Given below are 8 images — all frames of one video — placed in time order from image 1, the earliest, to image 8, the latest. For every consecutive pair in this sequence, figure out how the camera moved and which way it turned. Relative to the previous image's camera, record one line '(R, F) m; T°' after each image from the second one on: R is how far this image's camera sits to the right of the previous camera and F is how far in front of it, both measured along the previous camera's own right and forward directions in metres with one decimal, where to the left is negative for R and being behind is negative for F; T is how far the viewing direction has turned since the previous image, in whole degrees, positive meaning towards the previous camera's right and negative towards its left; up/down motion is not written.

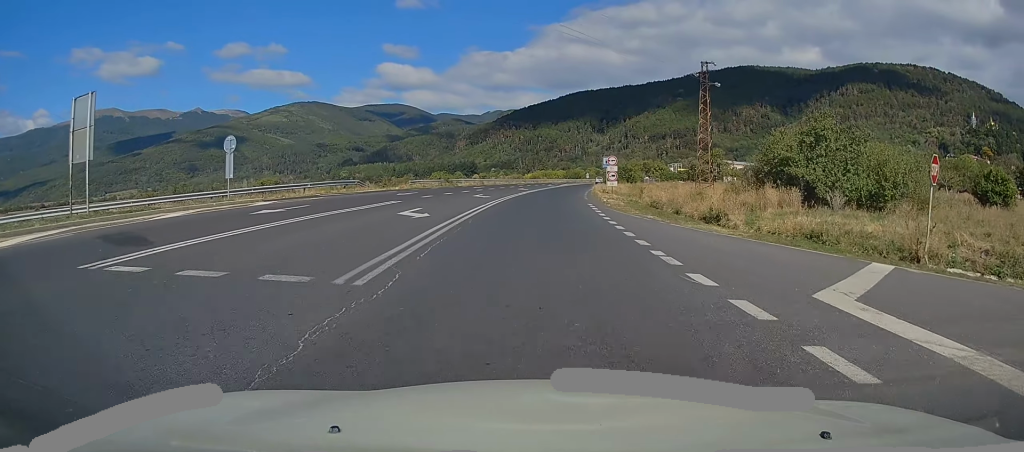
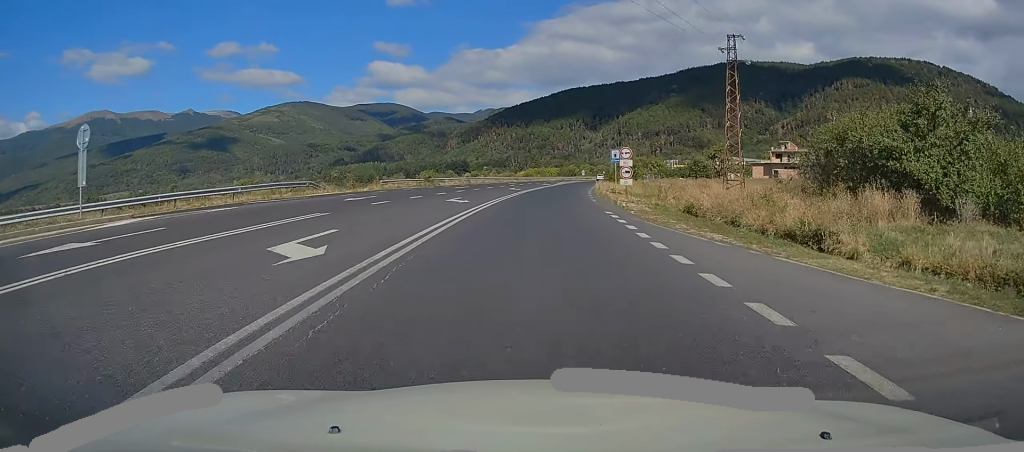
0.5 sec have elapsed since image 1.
(+0.1, +9.5) m; +1°
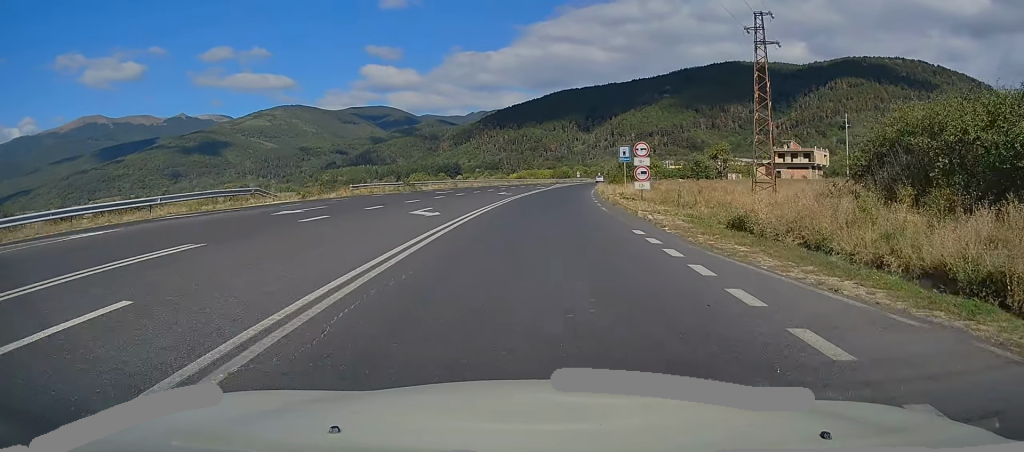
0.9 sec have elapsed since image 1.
(0.0, +7.1) m; +1°
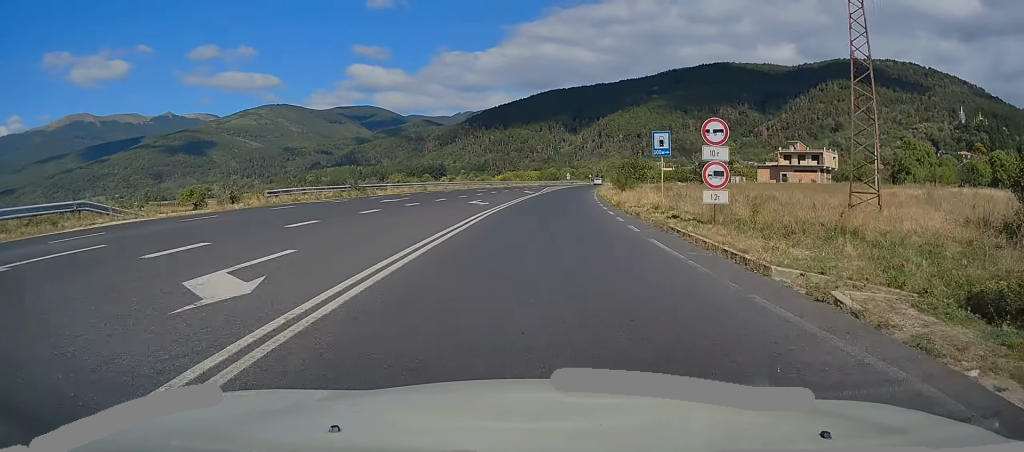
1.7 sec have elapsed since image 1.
(+0.2, +13.1) m; +2°
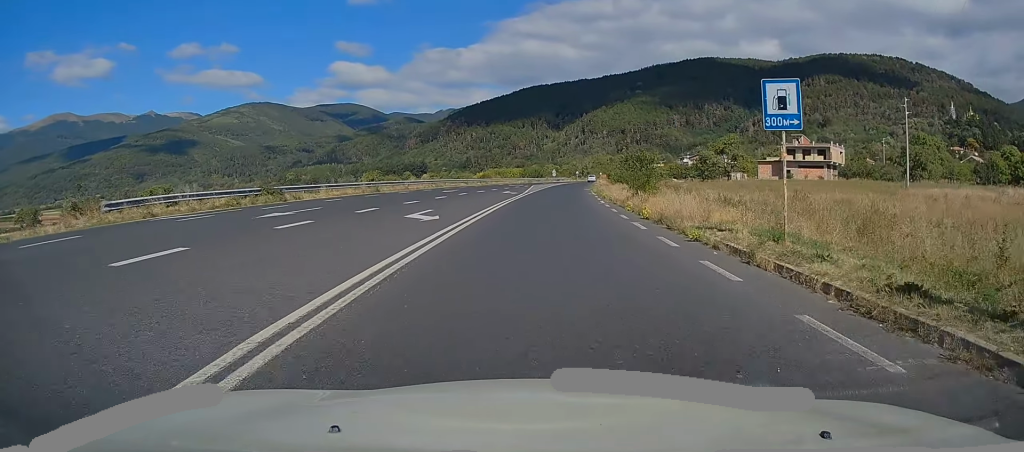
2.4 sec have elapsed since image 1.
(+0.2, +12.6) m; +2°
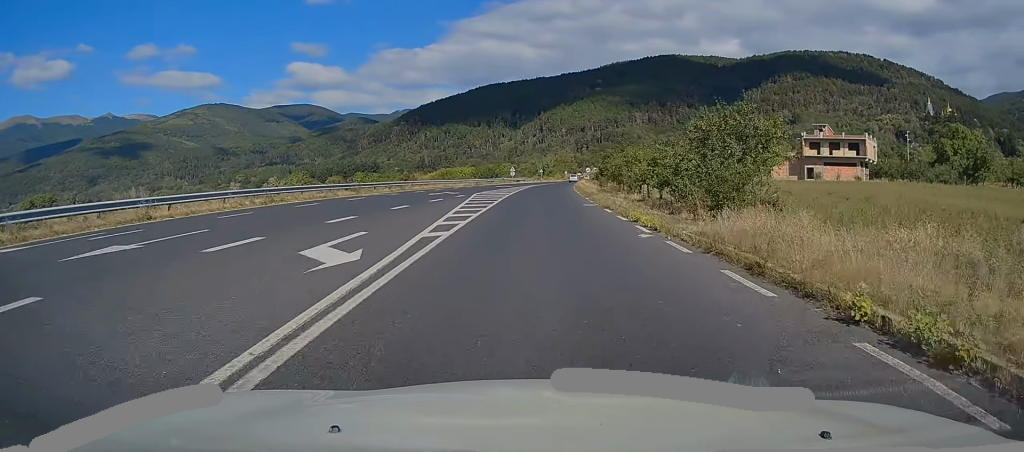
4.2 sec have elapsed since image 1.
(+1.4, +32.9) m; +4°
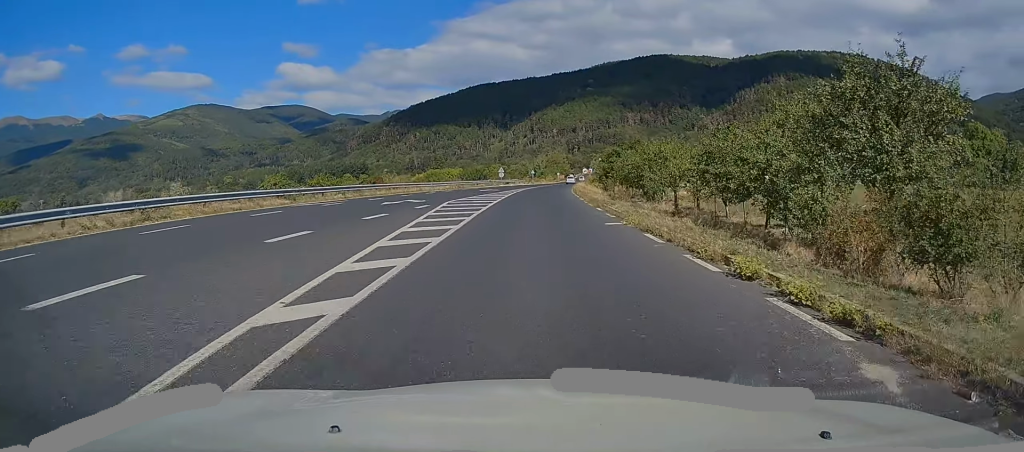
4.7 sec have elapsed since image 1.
(+0.1, +9.9) m; +1°
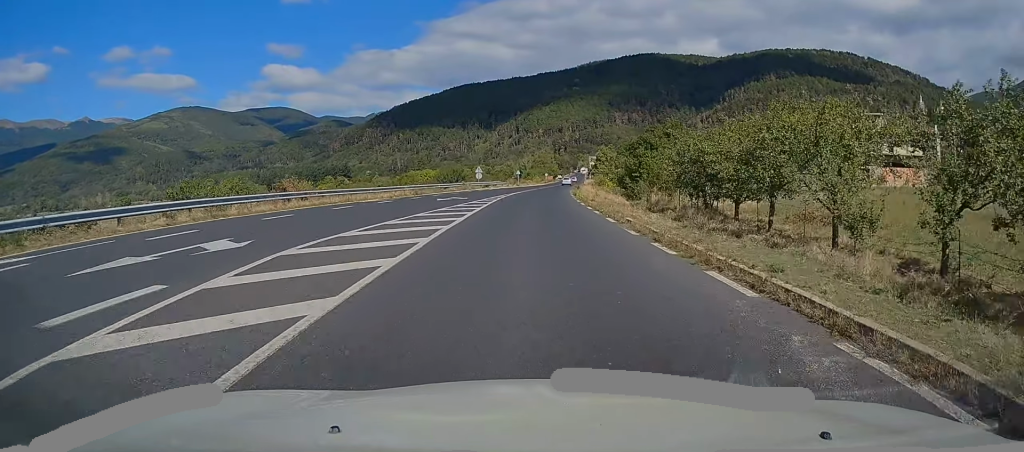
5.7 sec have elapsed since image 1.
(+0.2, +18.0) m; +1°
